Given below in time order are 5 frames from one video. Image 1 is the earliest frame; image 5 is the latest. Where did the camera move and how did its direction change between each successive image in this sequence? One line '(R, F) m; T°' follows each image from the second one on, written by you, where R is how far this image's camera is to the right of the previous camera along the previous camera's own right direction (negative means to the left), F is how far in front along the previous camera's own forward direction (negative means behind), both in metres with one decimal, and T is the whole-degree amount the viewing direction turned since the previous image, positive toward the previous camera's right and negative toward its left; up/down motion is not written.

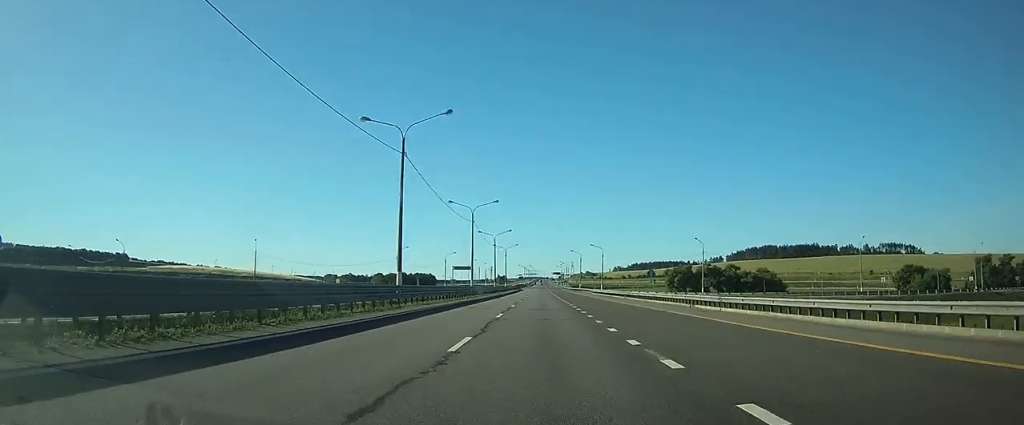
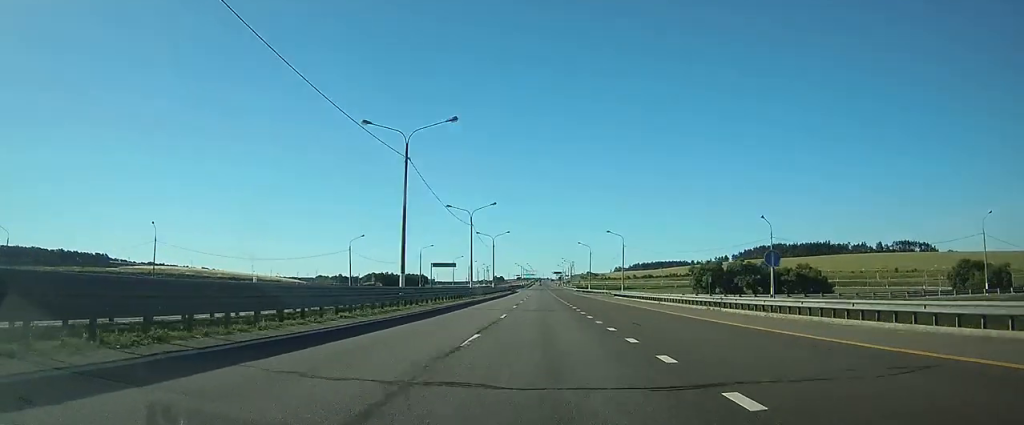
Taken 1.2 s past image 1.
(0.0, +34.8) m; 0°
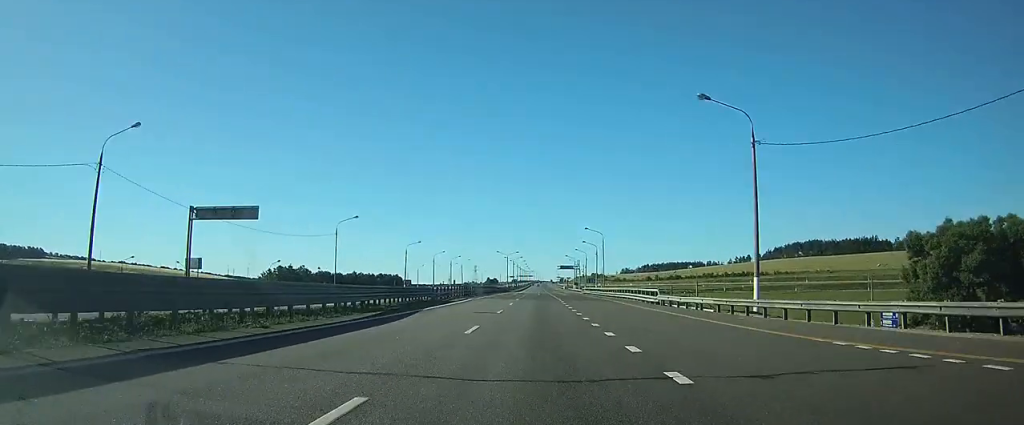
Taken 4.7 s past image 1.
(+0.1, +104.8) m; 0°
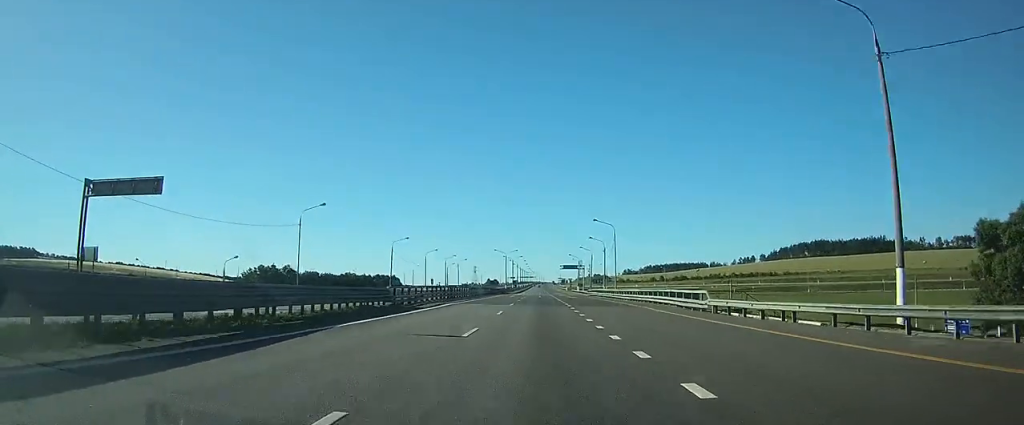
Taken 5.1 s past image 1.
(0.0, +12.8) m; 0°
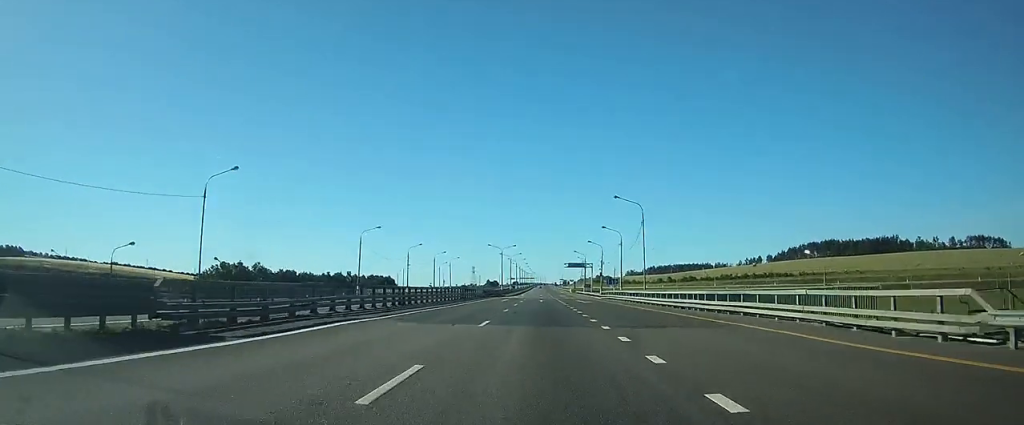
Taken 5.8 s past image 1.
(0.0, +20.6) m; 0°
